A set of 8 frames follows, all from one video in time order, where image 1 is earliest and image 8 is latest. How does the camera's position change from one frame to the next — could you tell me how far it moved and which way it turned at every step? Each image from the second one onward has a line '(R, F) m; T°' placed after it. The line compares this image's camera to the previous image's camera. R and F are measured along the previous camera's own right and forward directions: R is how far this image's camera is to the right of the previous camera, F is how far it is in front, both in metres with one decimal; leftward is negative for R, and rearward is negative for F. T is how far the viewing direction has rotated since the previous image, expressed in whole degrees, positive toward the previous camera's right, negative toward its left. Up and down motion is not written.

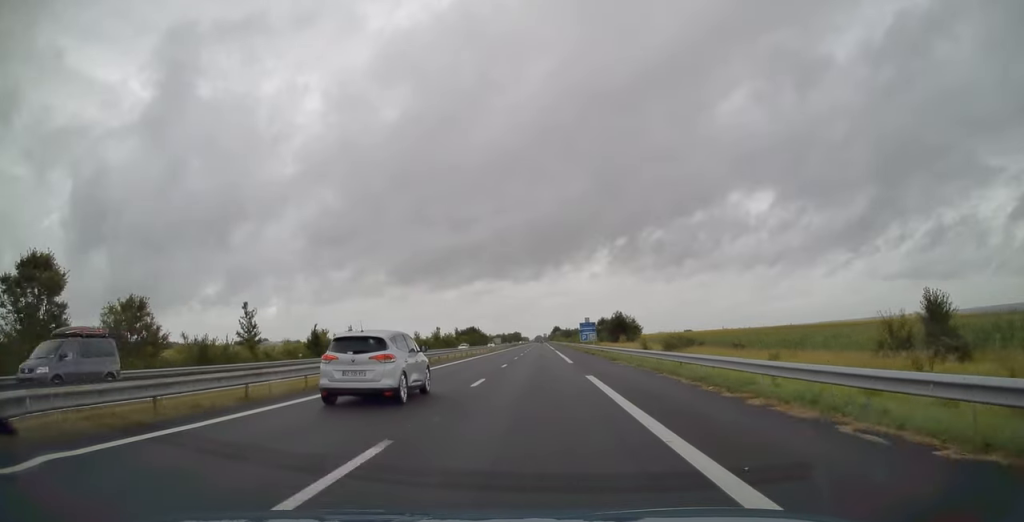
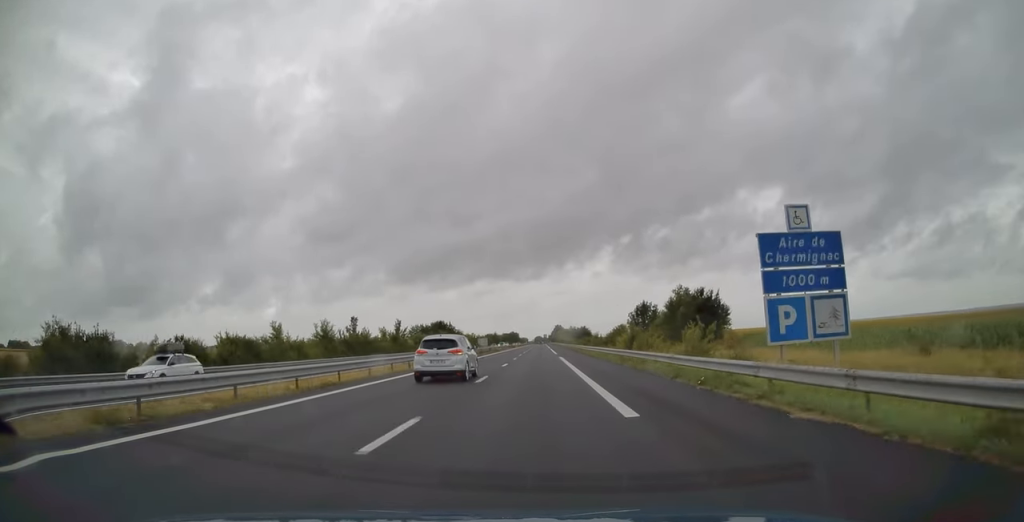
(-0.3, +76.2) m; 0°
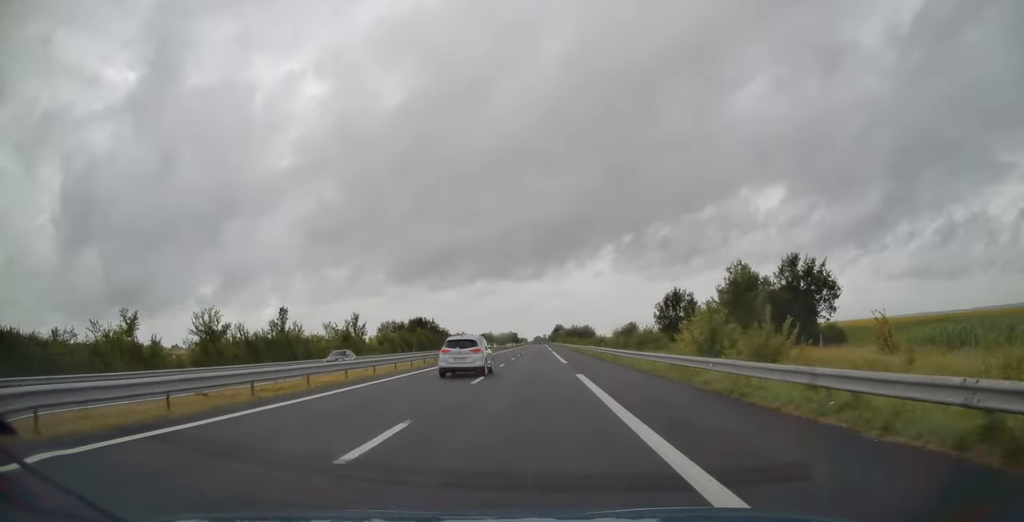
(+0.1, +26.8) m; 0°
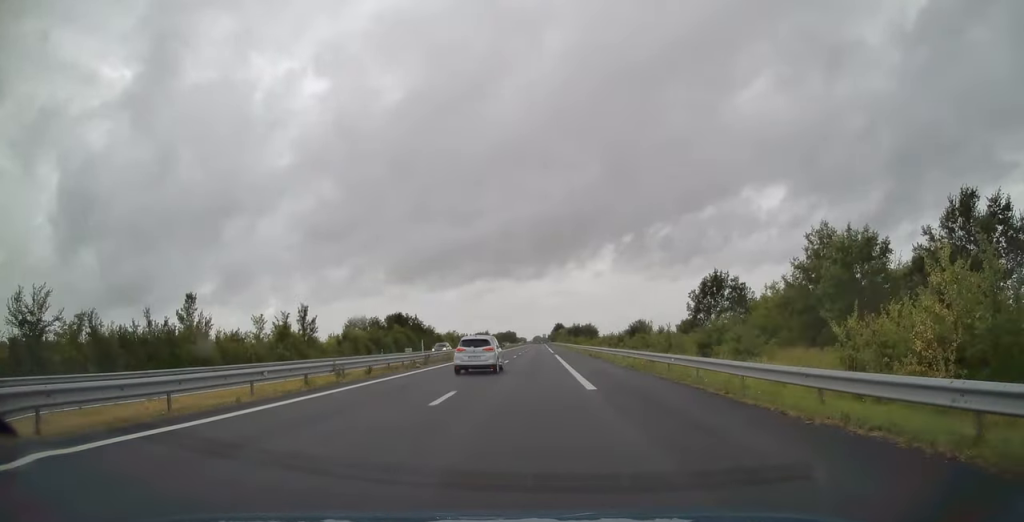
(0.0, +19.8) m; 0°
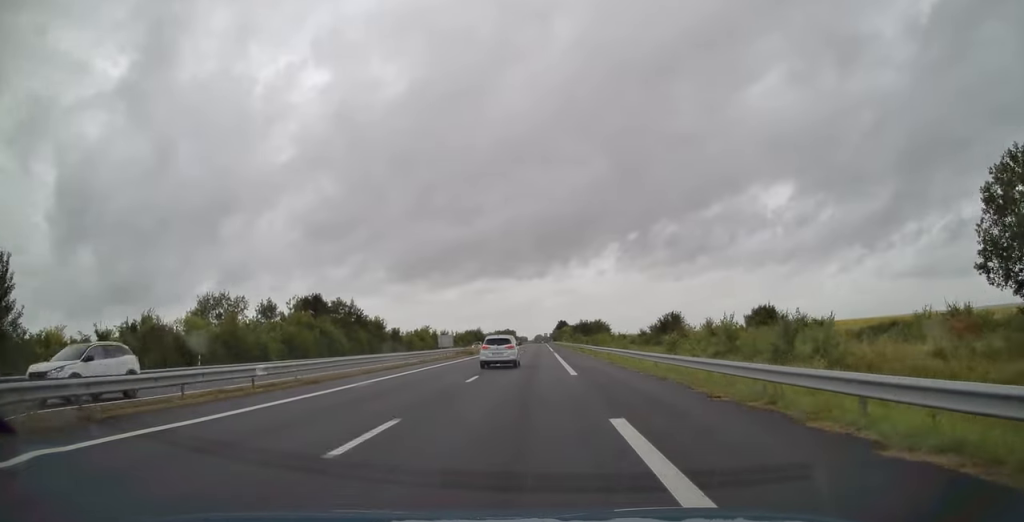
(-0.1, +45.6) m; 0°
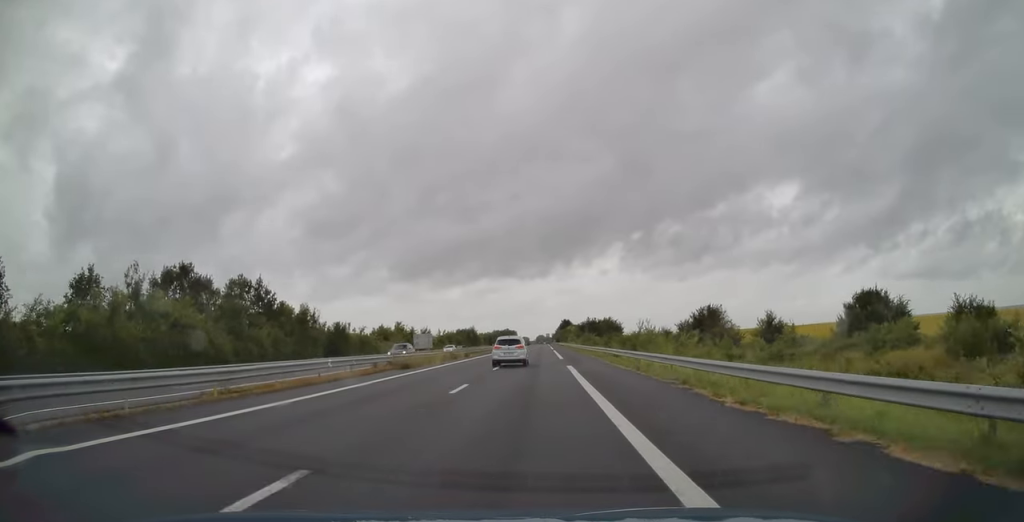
(-0.1, +30.5) m; 0°
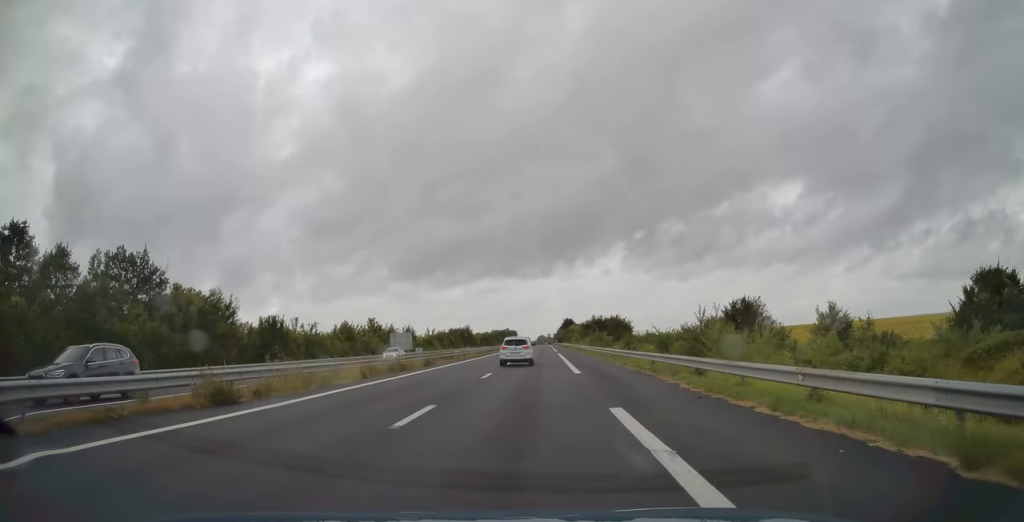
(0.0, +19.3) m; 0°
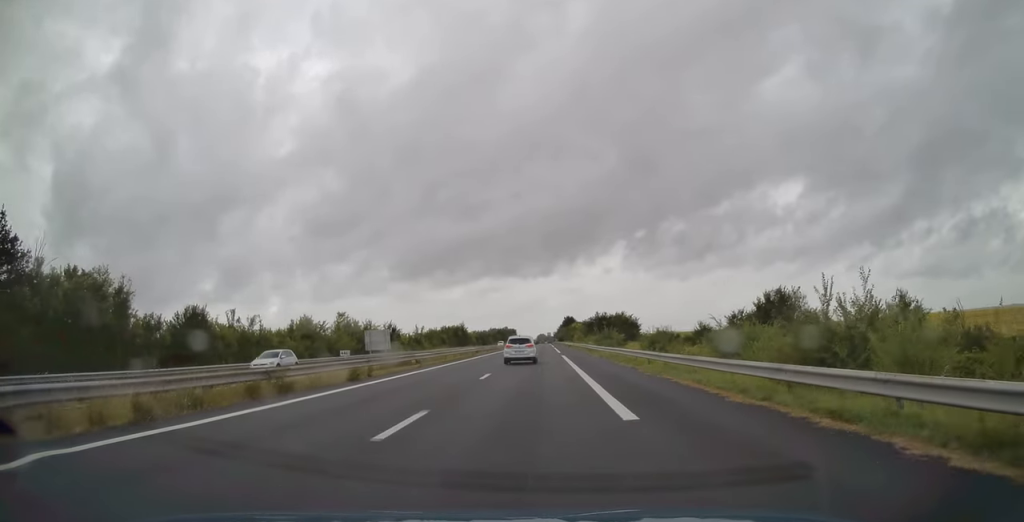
(0.0, +14.5) m; 0°
